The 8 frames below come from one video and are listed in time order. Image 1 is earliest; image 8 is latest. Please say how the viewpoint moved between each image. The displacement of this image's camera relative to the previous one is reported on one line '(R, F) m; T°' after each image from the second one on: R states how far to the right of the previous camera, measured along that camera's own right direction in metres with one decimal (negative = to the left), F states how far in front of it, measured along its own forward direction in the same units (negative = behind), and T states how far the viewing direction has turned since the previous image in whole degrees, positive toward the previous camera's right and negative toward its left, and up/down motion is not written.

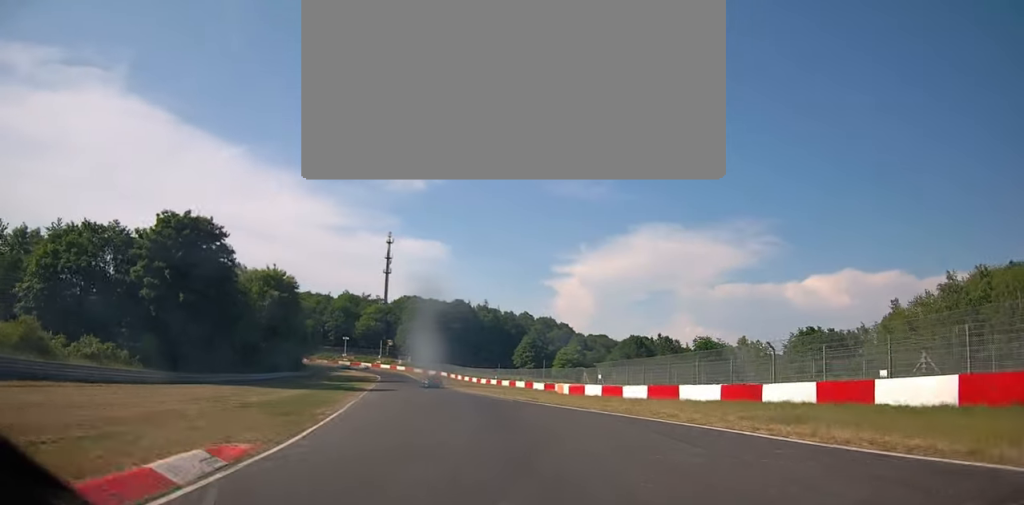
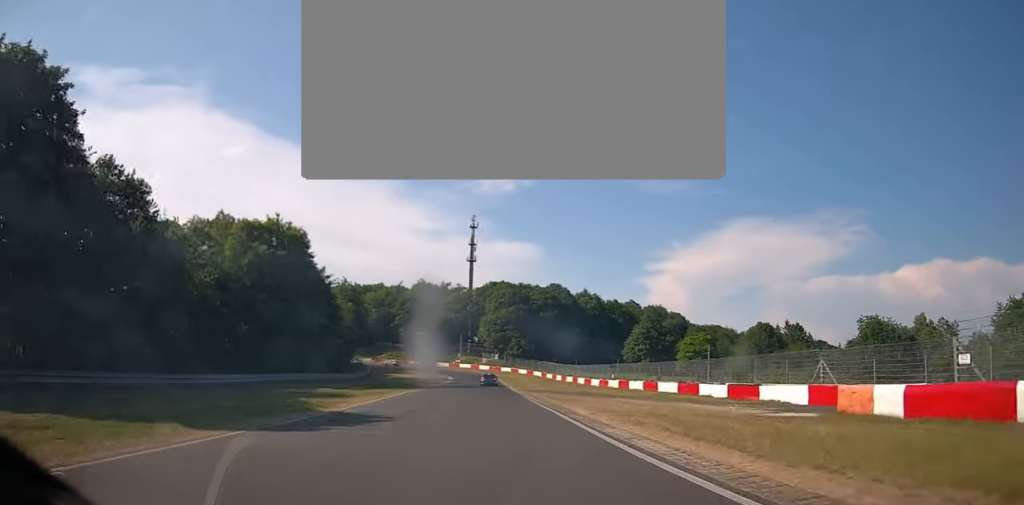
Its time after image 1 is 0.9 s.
(-3.9, +35.3) m; -7°
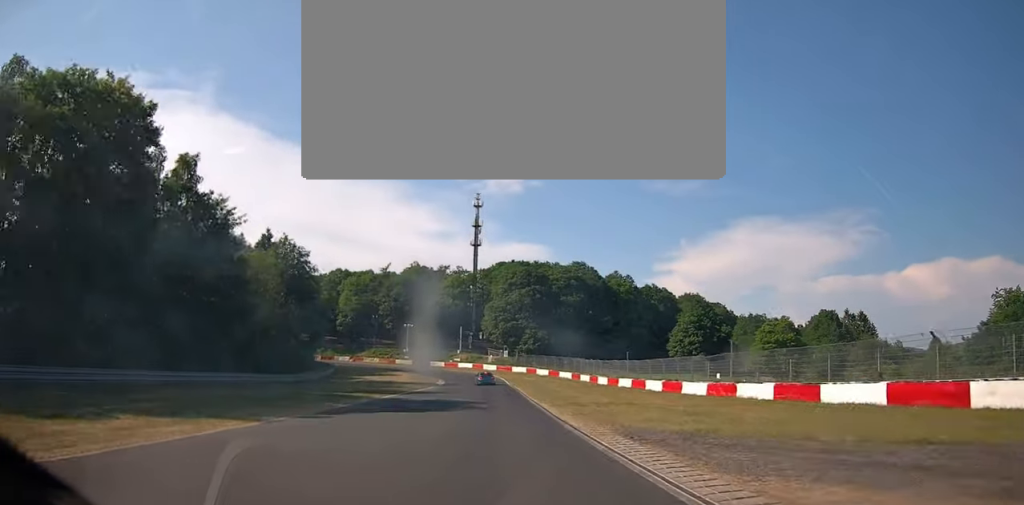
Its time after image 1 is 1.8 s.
(-1.2, +34.0) m; -3°
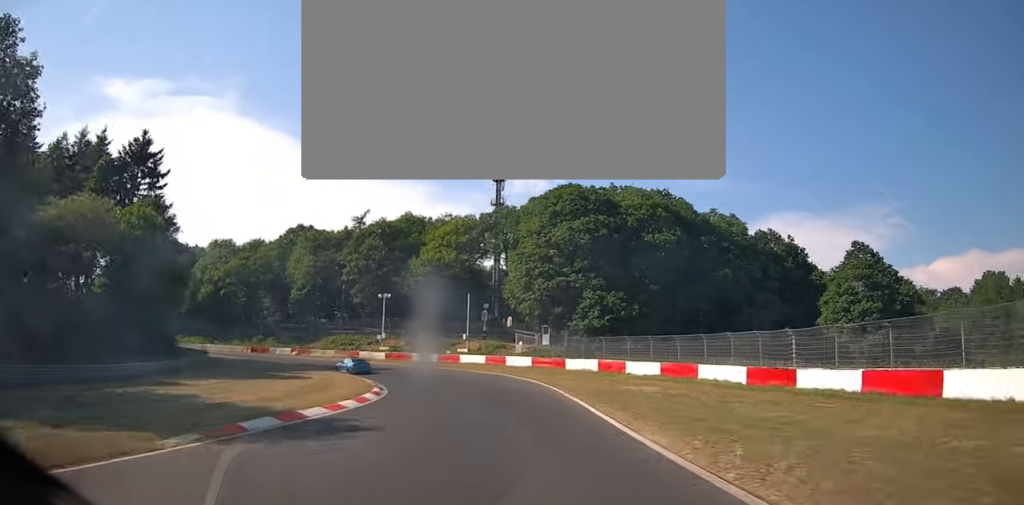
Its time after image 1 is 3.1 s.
(-0.9, +51.2) m; -3°
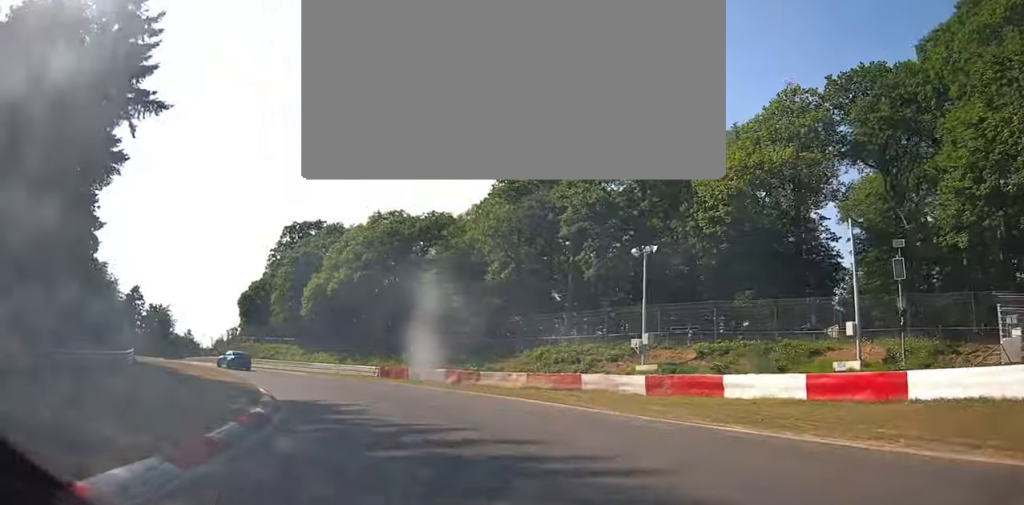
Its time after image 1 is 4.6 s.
(-4.7, +48.9) m; -20°
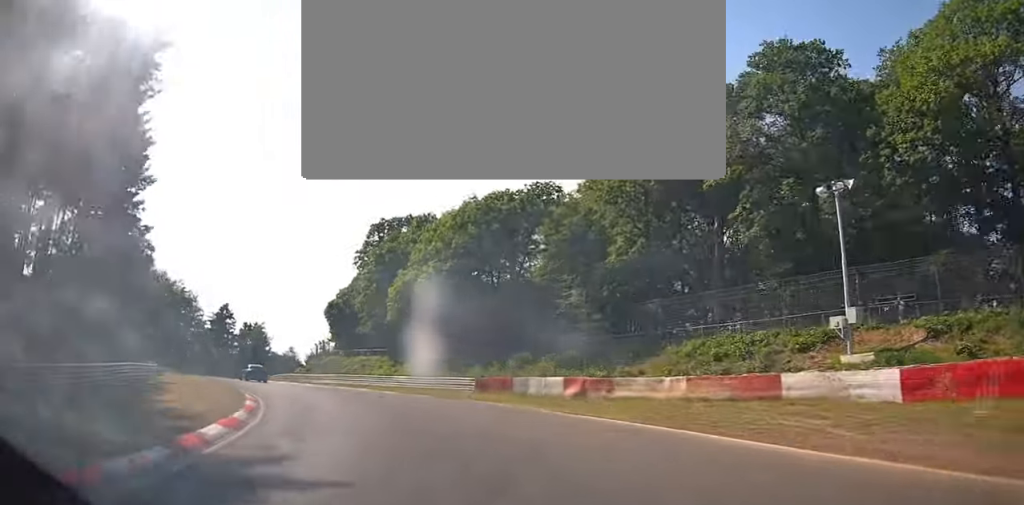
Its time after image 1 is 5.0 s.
(+1.5, +13.3) m; -11°
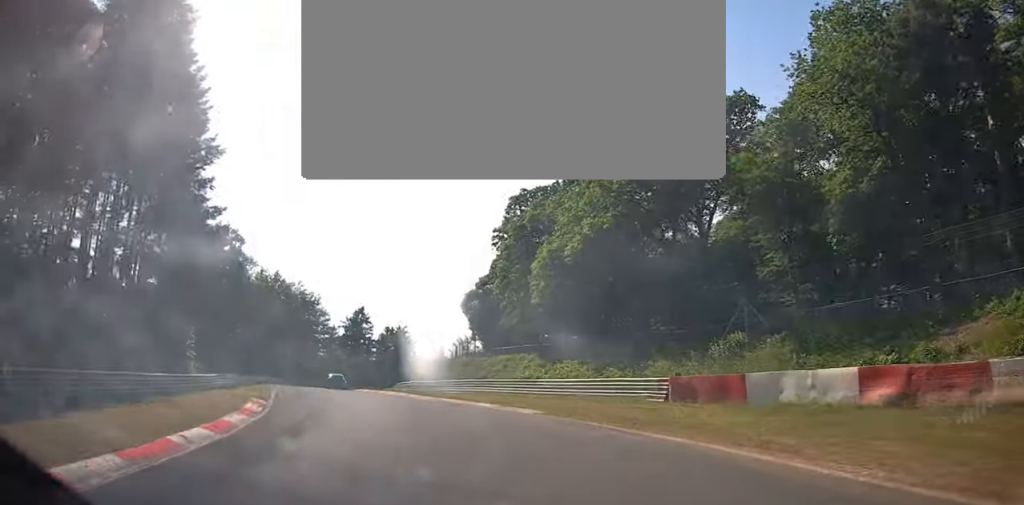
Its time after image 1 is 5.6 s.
(-4.7, +13.8) m; -20°
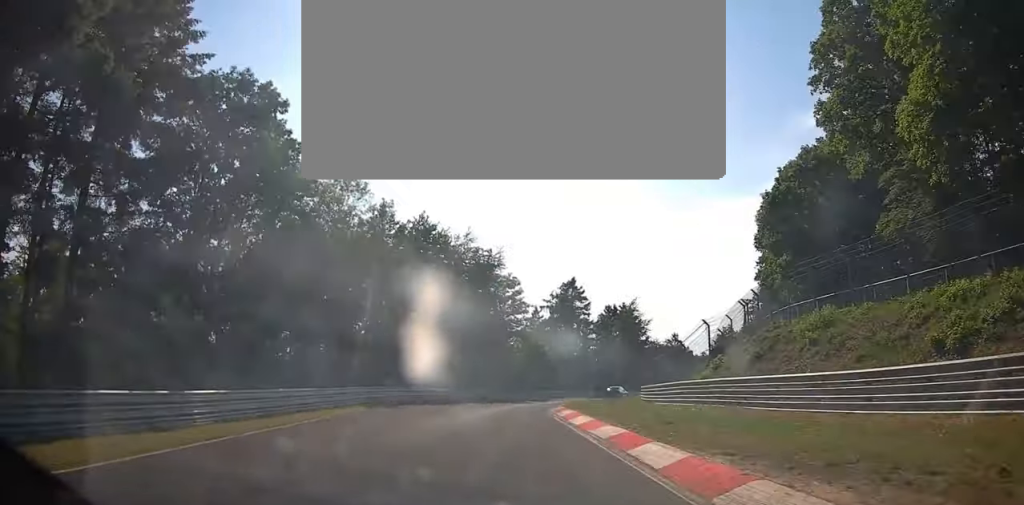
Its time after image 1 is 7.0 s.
(-13.0, +31.3) m; -34°
